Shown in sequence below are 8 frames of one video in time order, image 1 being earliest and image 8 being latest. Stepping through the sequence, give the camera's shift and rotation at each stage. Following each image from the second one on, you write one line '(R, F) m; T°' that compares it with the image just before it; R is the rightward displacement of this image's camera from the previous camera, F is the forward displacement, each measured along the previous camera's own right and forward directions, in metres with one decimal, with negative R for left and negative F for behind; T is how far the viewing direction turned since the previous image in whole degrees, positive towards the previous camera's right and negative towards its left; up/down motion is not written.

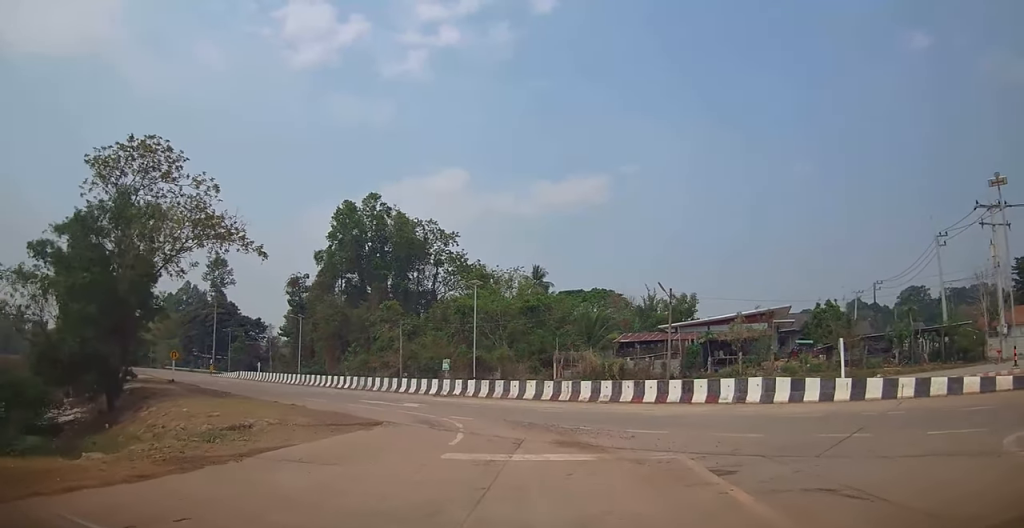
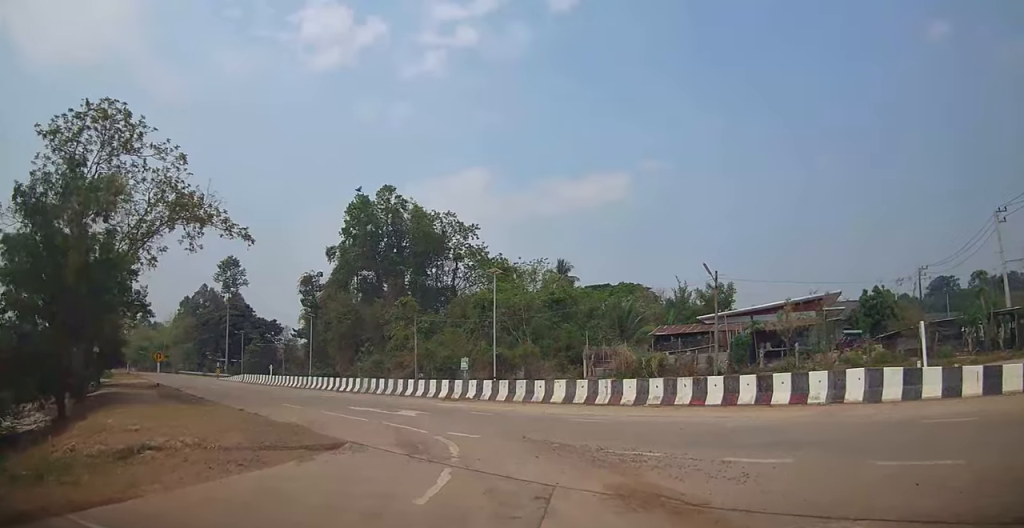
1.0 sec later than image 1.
(-0.2, +5.1) m; -6°
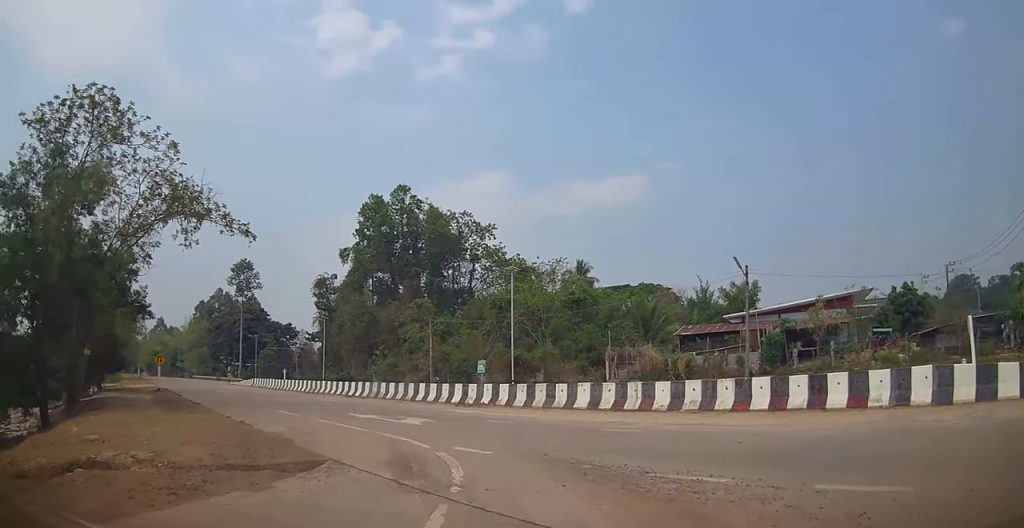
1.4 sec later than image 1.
(0.0, +2.1) m; -3°
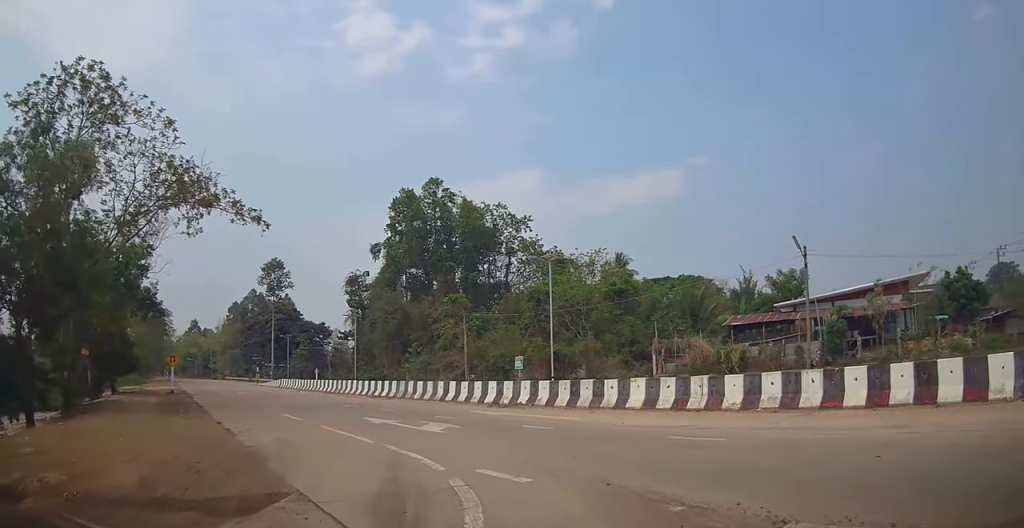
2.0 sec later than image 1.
(-0.2, +2.7) m; -4°
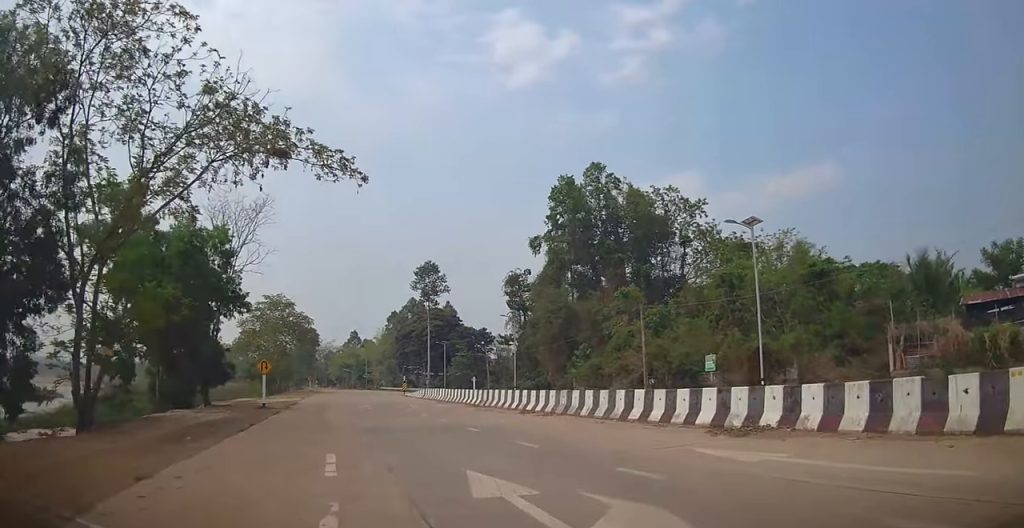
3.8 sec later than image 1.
(-0.8, +8.0) m; -12°
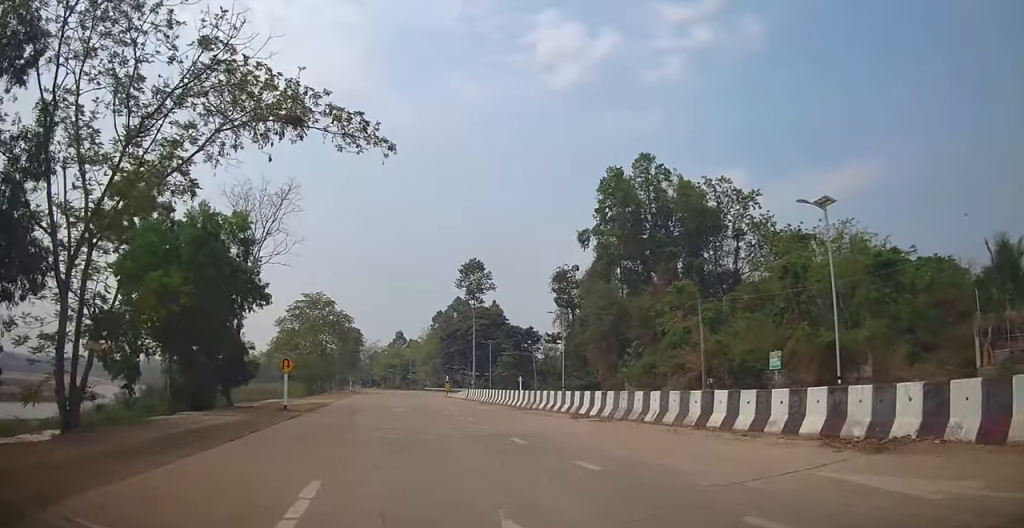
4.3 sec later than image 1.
(0.0, +2.5) m; -3°
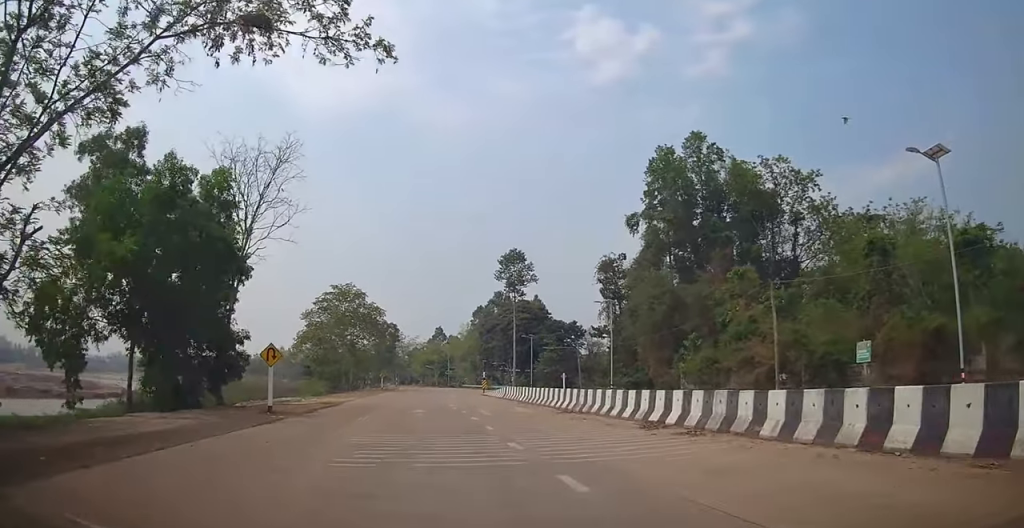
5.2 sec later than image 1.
(-0.2, +4.7) m; -5°
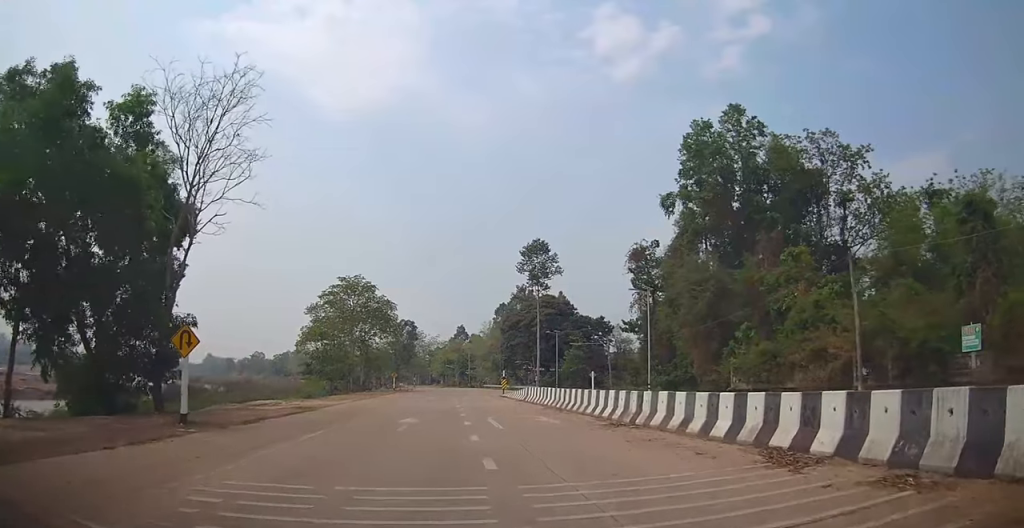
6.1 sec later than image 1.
(-0.3, +5.7) m; -4°
